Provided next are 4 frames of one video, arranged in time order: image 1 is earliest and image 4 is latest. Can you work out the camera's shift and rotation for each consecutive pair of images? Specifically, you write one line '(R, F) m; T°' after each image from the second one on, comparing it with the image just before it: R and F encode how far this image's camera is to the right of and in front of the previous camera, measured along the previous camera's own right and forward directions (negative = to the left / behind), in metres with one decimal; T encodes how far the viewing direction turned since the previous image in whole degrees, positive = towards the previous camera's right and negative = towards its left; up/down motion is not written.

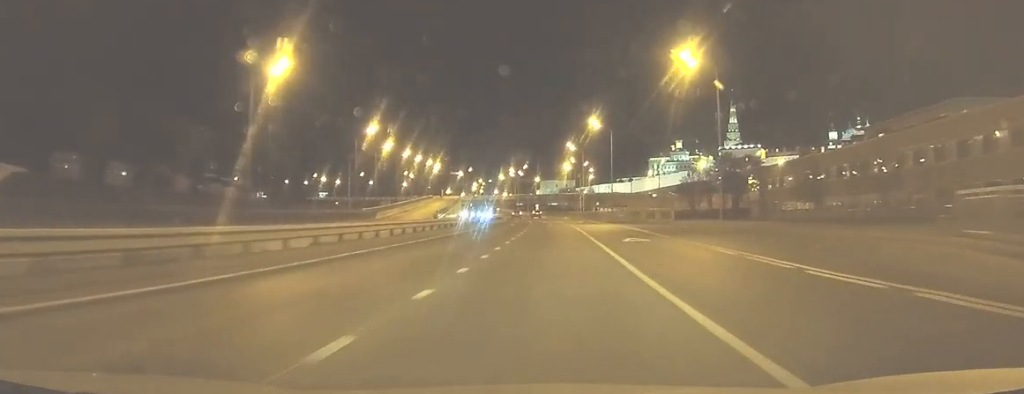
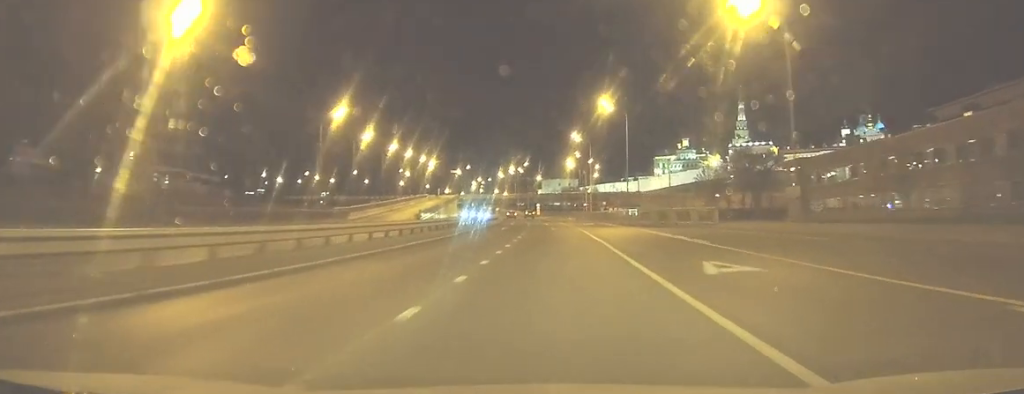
(0.0, +17.0) m; 0°
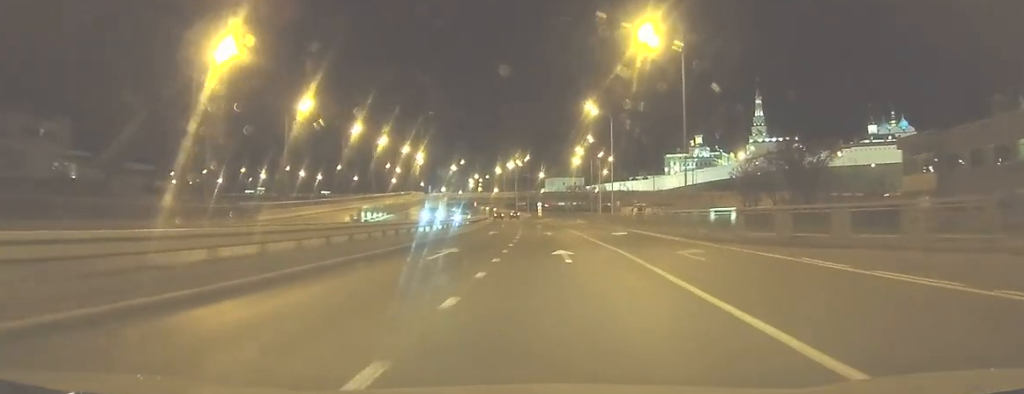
(0.0, +32.5) m; 0°
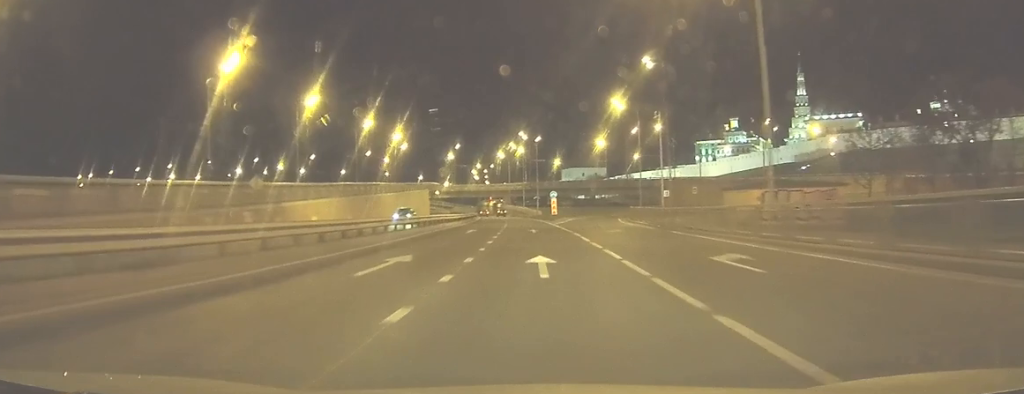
(-0.4, +47.6) m; -2°
